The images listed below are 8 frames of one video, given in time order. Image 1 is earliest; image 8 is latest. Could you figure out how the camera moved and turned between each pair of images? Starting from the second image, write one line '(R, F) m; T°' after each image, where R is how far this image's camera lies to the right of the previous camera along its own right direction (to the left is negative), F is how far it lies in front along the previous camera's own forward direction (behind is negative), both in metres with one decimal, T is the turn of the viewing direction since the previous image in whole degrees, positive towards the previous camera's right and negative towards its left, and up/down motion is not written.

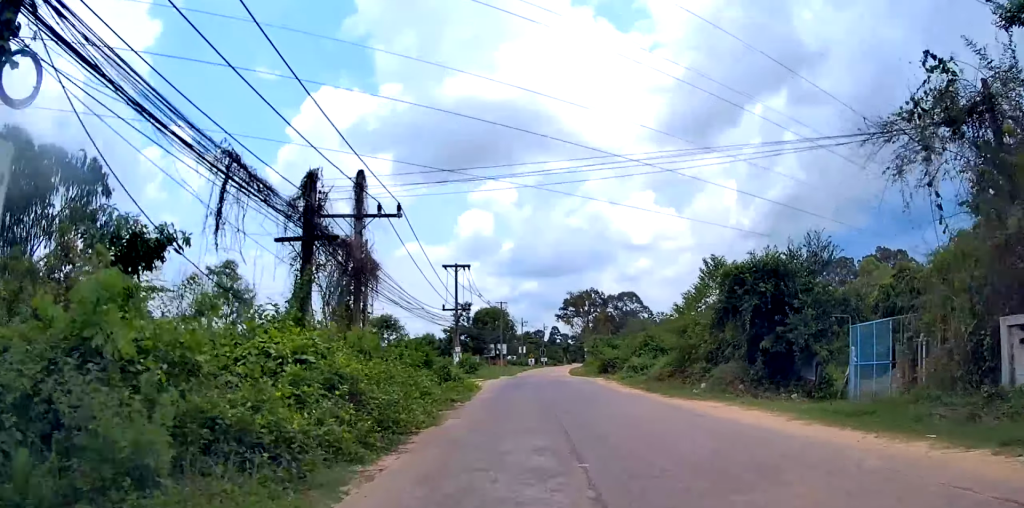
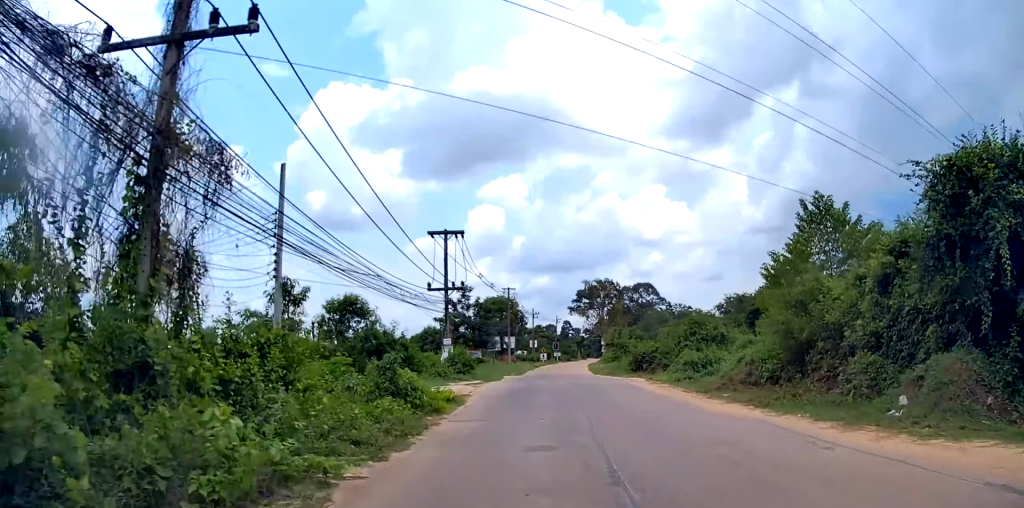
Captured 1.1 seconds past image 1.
(0.0, +10.8) m; 0°
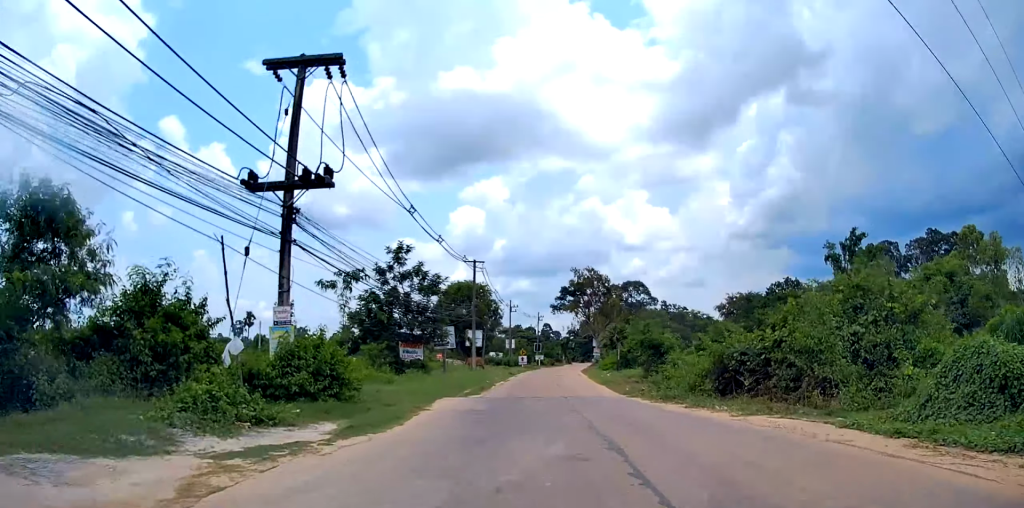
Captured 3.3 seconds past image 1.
(+0.4, +21.7) m; +2°
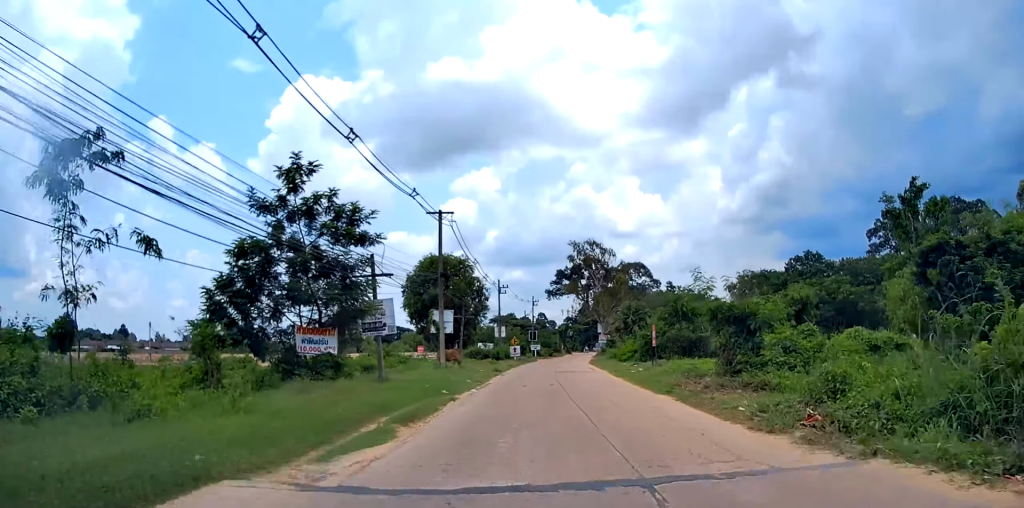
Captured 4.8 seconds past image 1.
(0.0, +14.7) m; -1°
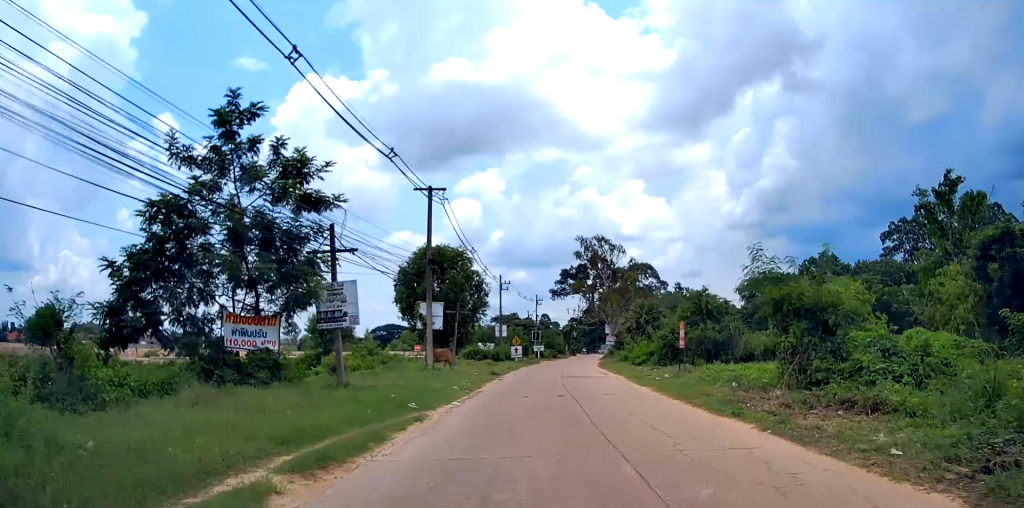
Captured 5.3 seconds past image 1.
(-0.1, +4.9) m; 0°
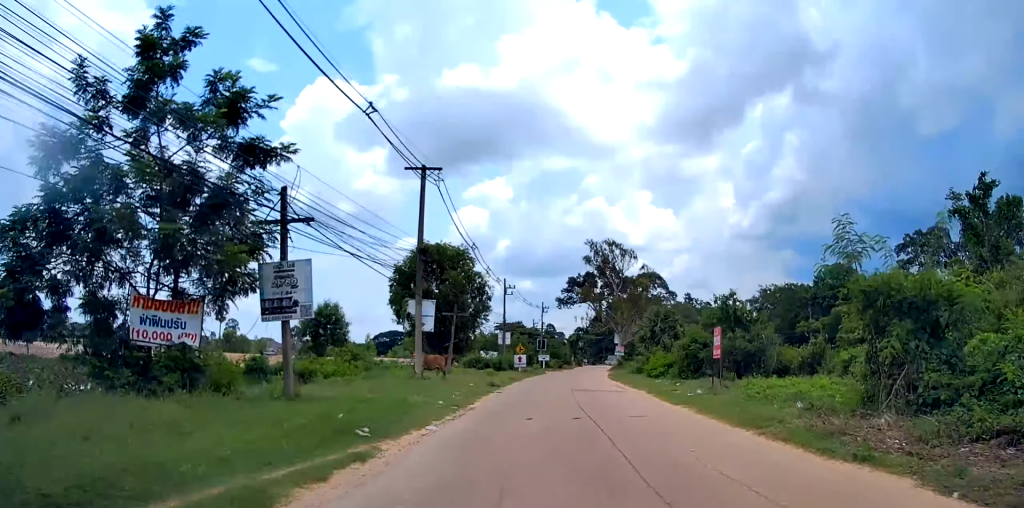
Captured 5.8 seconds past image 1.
(0.0, +4.4) m; 0°
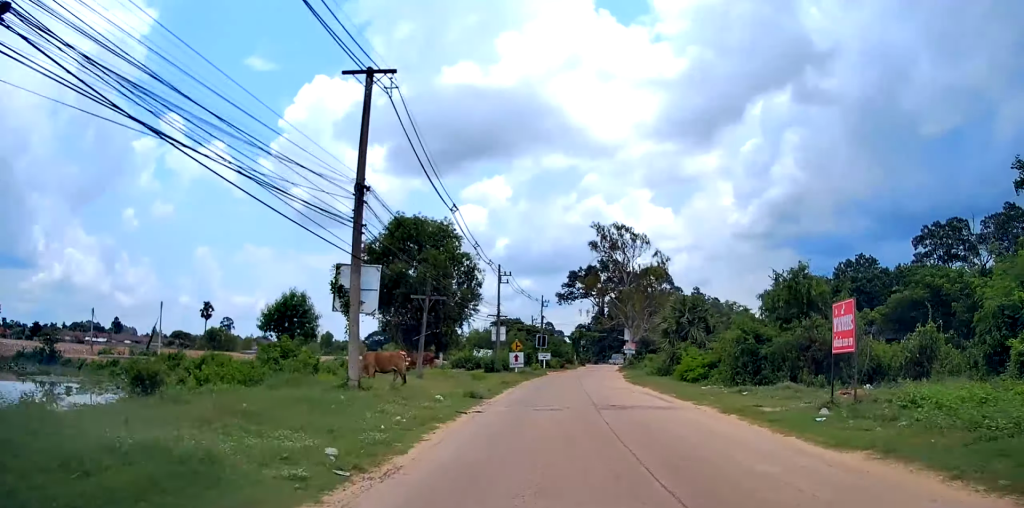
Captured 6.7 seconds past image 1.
(0.0, +9.1) m; 0°
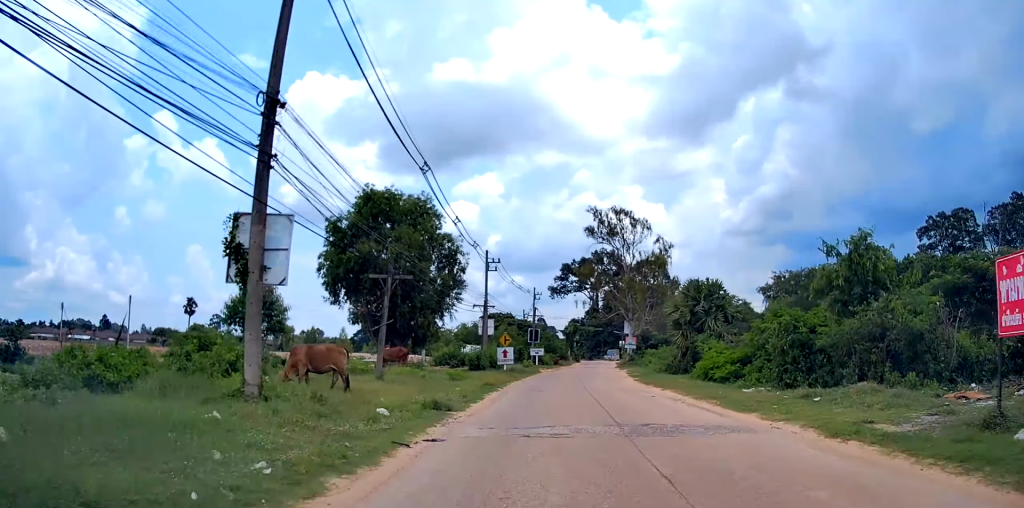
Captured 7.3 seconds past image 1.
(-0.1, +5.5) m; 0°
